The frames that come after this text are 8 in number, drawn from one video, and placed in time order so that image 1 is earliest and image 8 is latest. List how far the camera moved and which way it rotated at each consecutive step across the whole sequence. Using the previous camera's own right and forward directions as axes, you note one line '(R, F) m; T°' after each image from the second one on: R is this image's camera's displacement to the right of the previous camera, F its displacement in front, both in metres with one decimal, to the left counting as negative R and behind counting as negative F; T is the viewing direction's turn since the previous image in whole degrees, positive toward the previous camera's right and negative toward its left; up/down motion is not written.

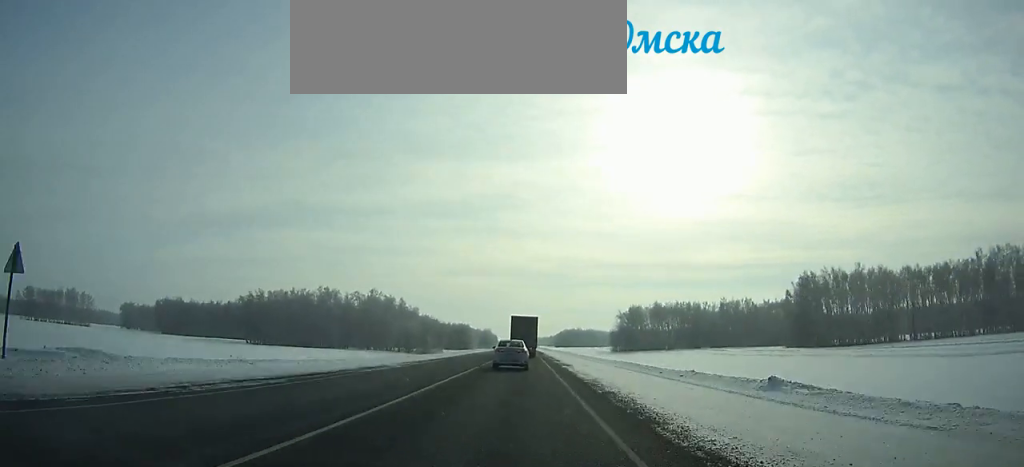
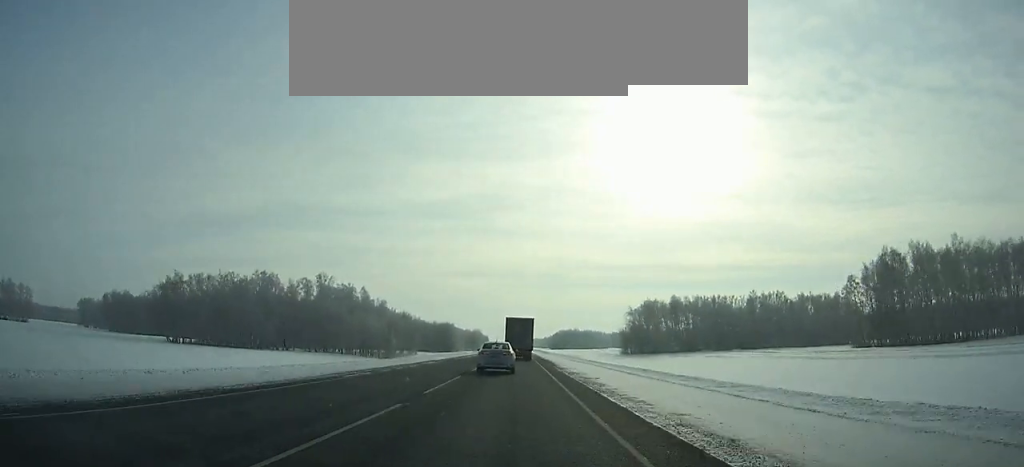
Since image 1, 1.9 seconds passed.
(+0.2, +42.3) m; 0°
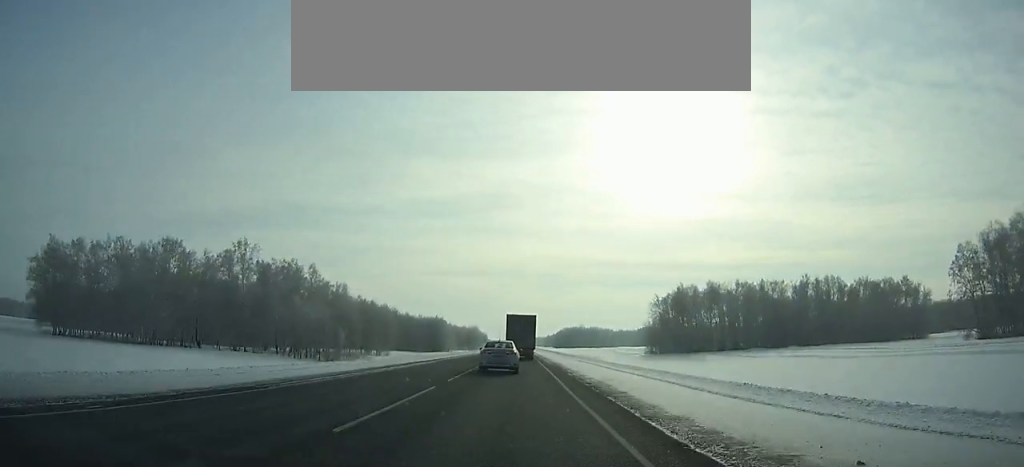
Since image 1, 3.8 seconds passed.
(+0.1, +41.7) m; 0°
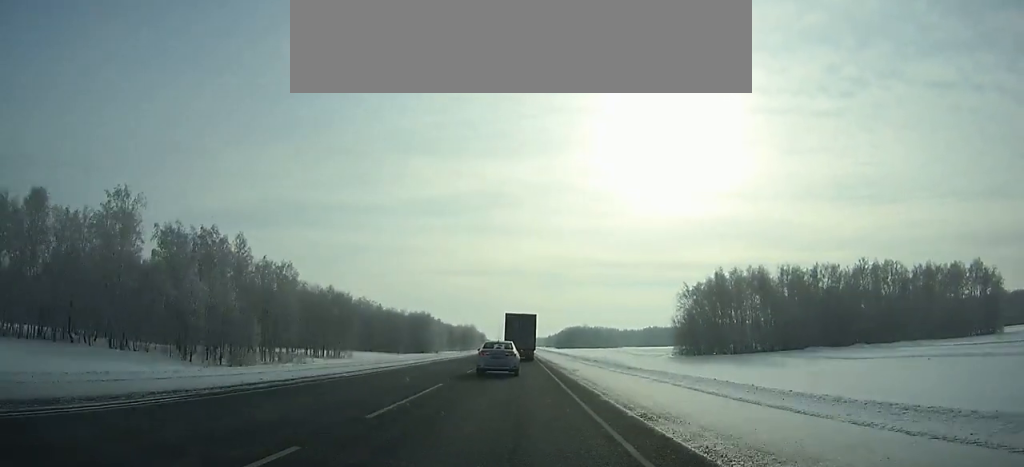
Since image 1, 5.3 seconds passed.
(+0.1, +32.7) m; 0°
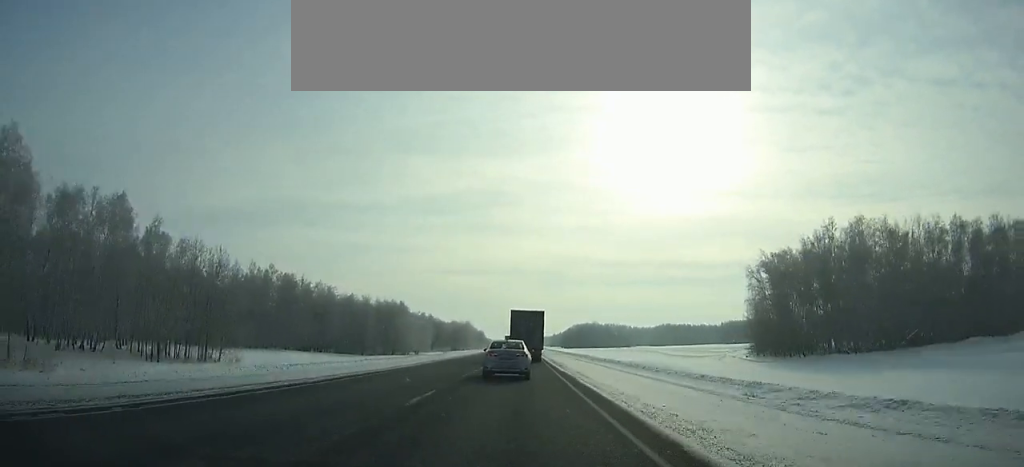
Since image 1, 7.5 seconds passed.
(-0.1, +47.0) m; 0°
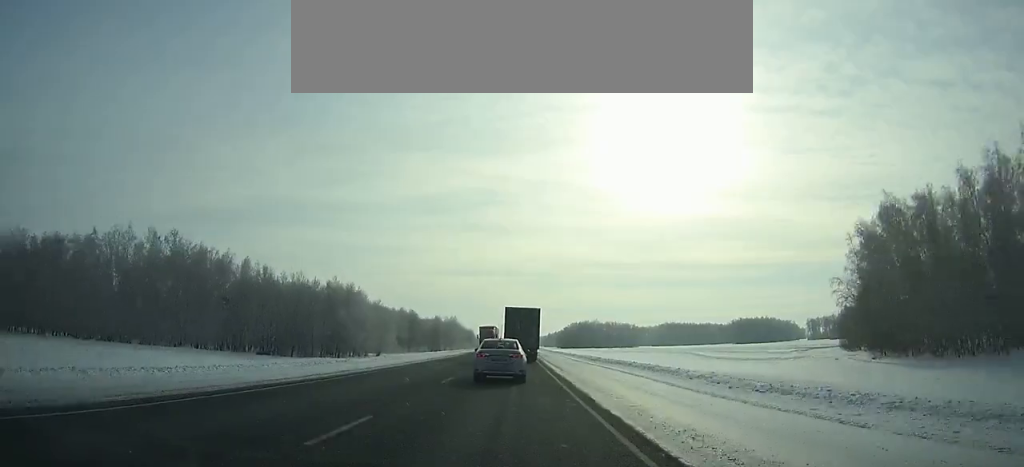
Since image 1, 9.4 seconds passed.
(-0.1, +40.1) m; 0°
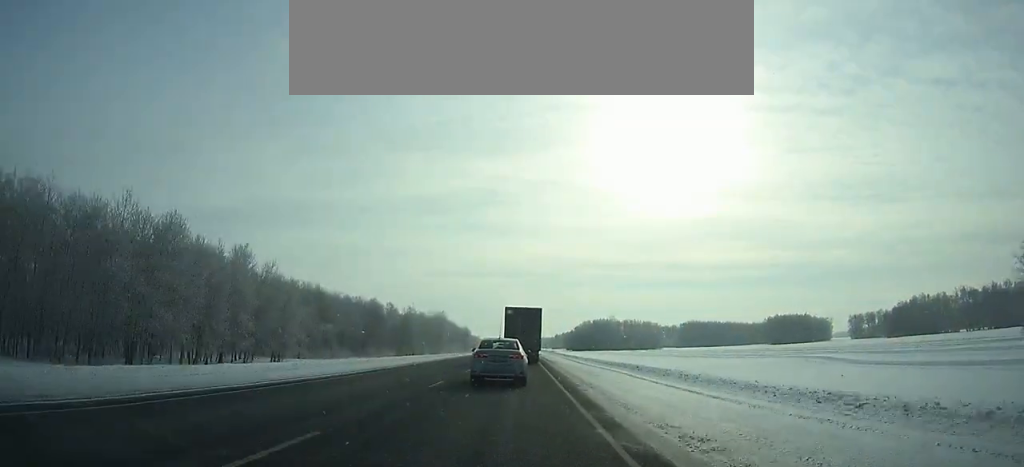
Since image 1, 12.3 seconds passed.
(-0.1, +60.7) m; 0°
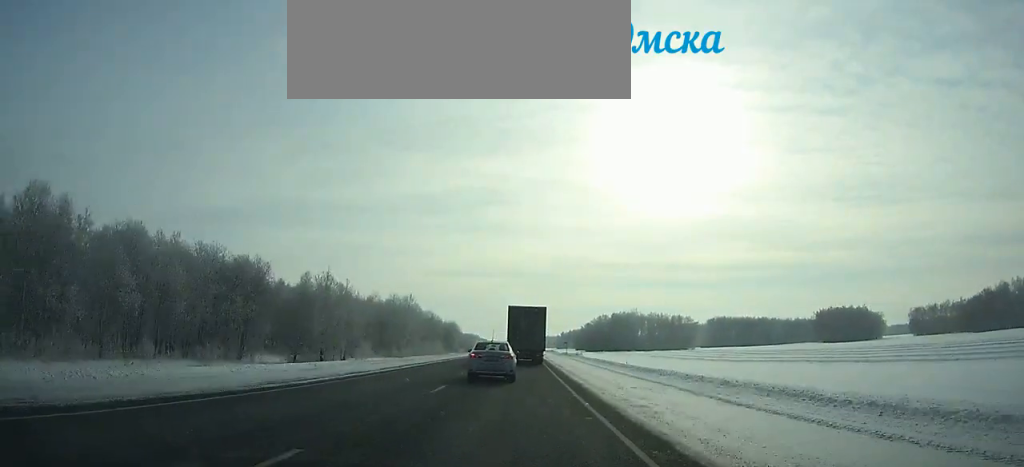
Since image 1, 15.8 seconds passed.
(+0.1, +75.0) m; 0°
